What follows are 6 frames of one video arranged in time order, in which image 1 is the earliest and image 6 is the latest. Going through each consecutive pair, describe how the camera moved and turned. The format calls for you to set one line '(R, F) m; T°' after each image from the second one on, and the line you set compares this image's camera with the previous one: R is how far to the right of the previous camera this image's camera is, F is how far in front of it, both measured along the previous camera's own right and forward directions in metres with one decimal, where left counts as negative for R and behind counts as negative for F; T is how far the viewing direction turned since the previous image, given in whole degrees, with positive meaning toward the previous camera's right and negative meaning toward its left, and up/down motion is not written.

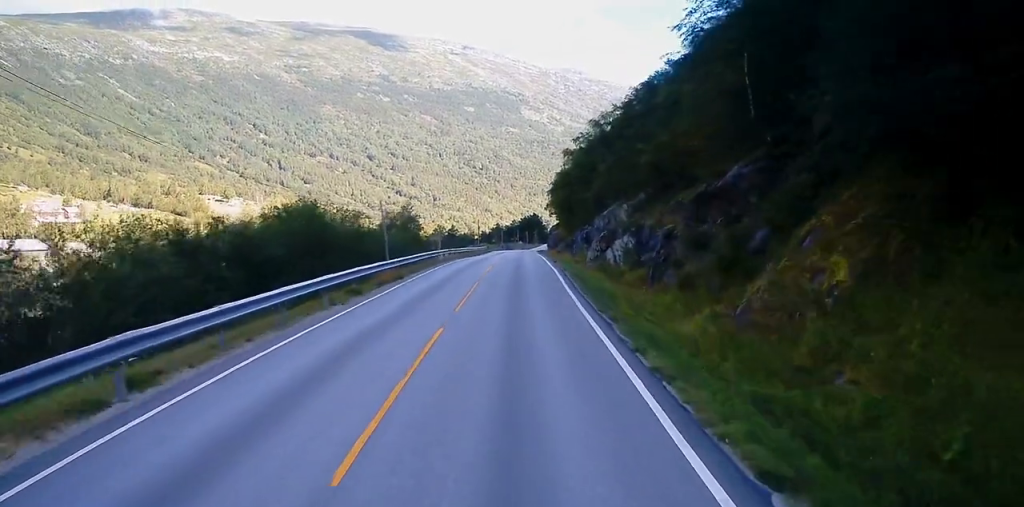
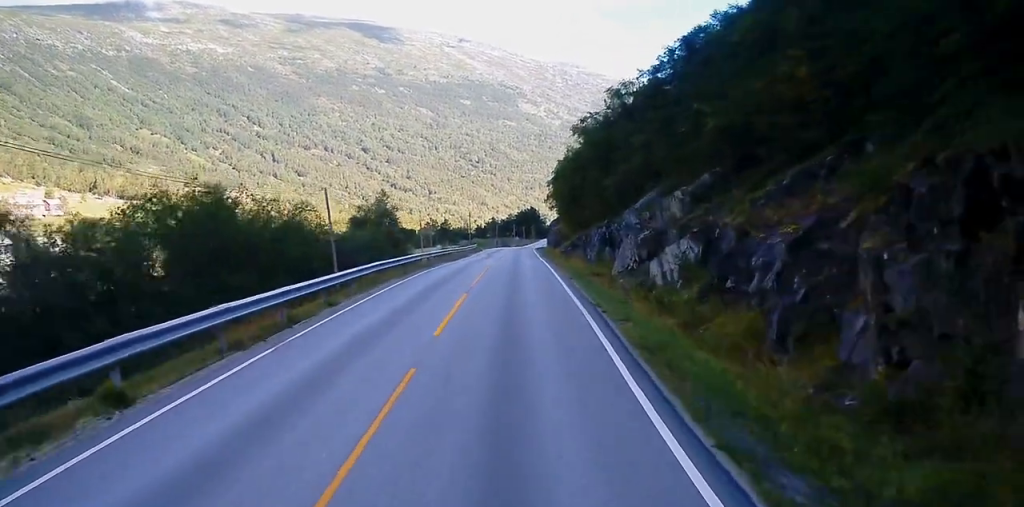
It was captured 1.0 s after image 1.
(+0.2, +16.0) m; 0°
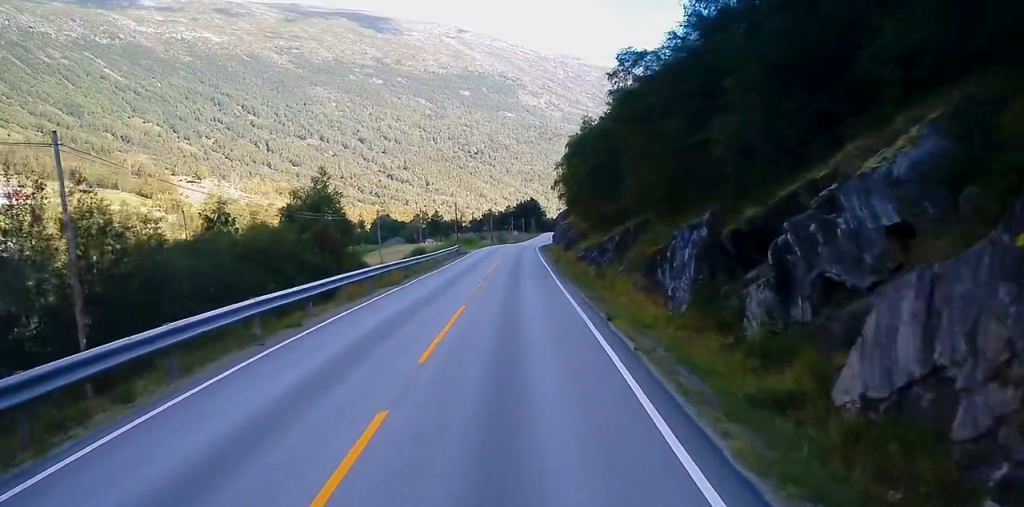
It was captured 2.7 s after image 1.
(-0.3, +26.8) m; -1°
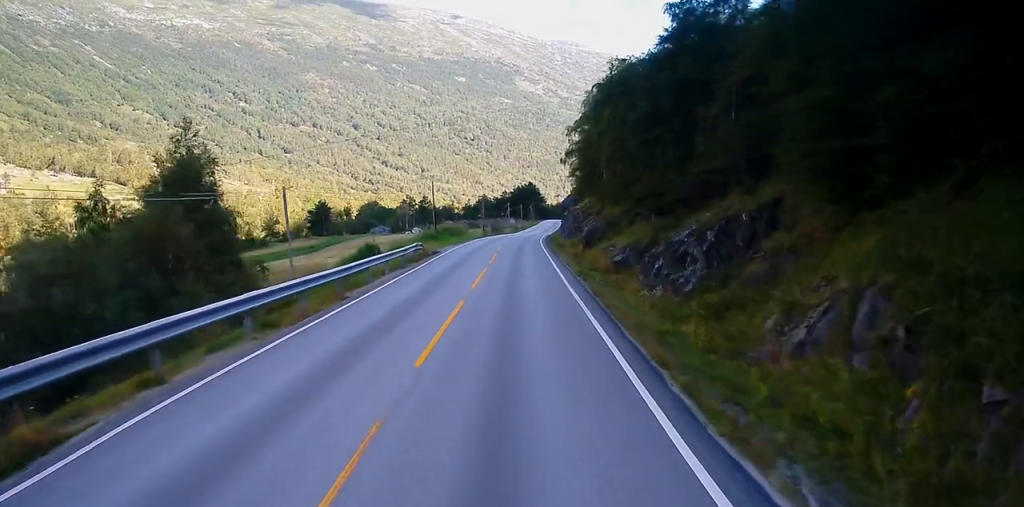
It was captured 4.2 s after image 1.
(0.0, +25.4) m; +1°
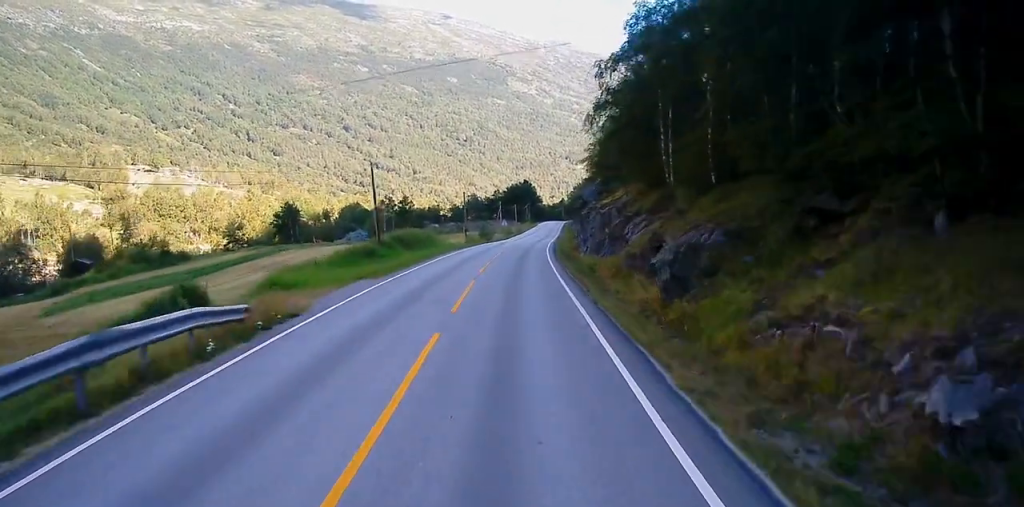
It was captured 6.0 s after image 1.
(-0.2, +30.6) m; 0°
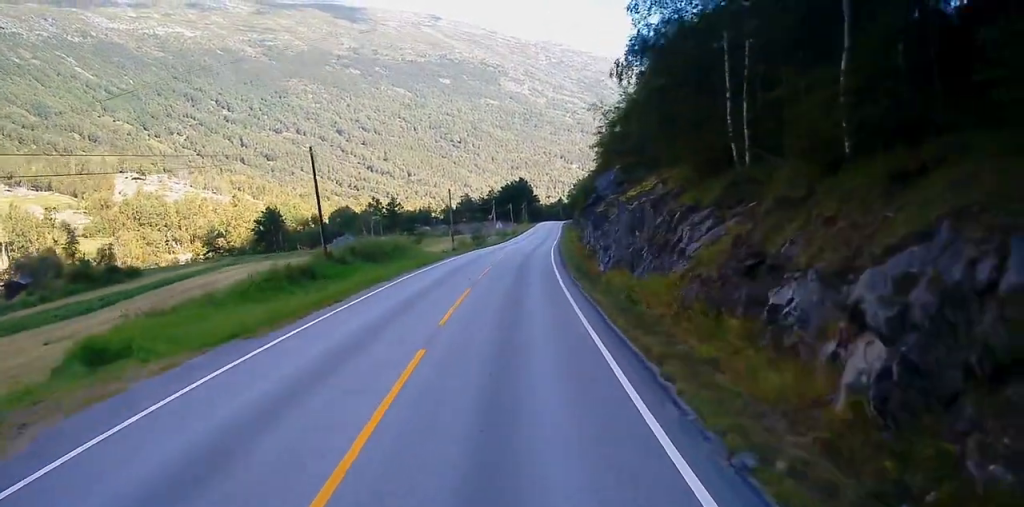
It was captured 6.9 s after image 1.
(+0.3, +13.6) m; +1°
